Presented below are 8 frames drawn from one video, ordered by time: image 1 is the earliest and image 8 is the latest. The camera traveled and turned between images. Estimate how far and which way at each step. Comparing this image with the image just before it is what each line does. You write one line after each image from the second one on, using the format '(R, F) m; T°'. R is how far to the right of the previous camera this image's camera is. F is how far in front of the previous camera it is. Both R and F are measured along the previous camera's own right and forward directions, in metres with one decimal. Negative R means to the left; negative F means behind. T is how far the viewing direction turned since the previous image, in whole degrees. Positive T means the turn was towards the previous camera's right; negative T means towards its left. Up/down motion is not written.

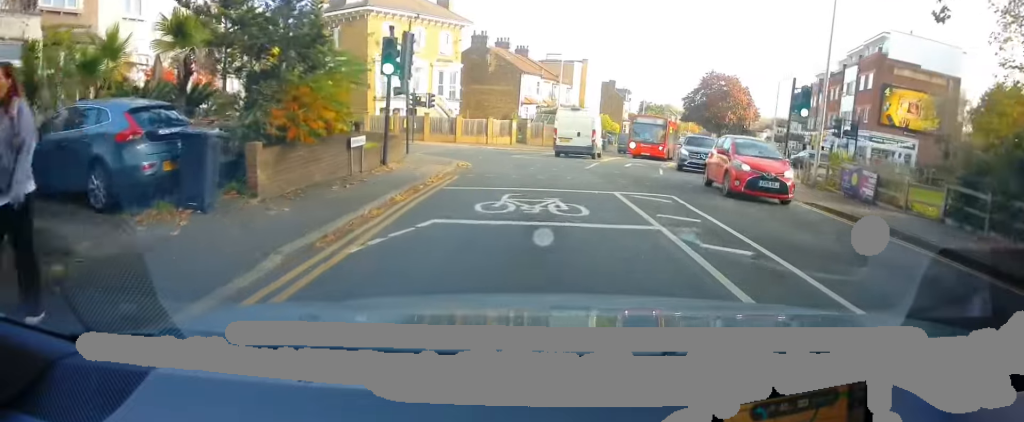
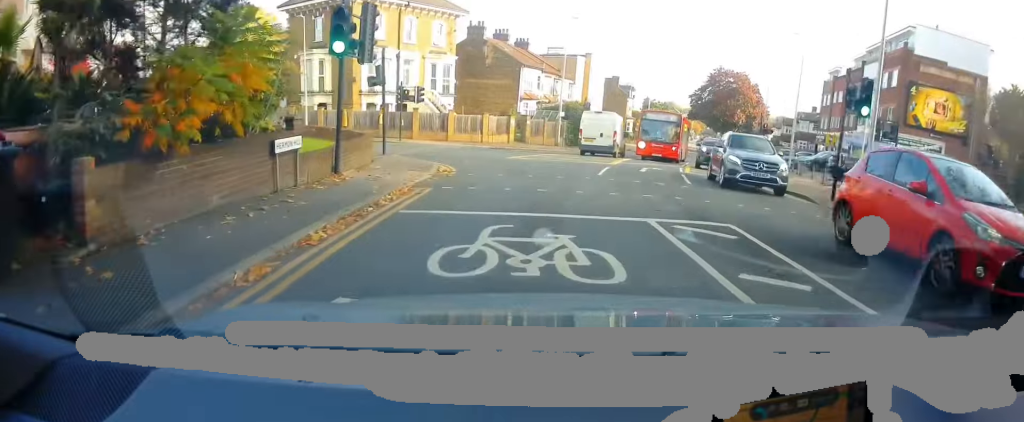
(+0.1, +3.4) m; -2°
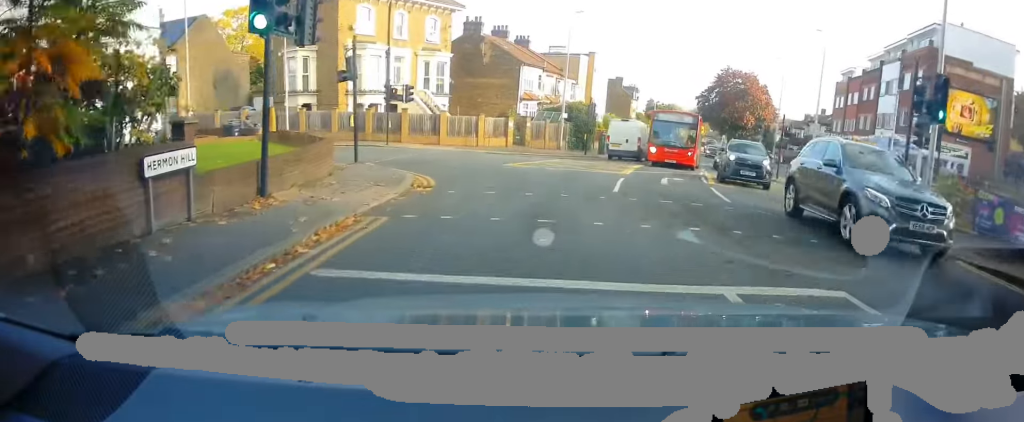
(-0.4, +3.2) m; -3°
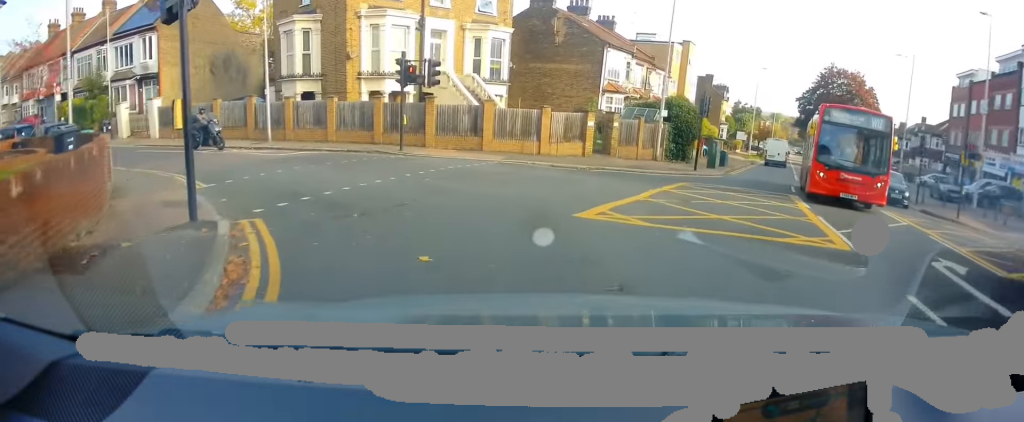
(-0.9, +11.7) m; -11°
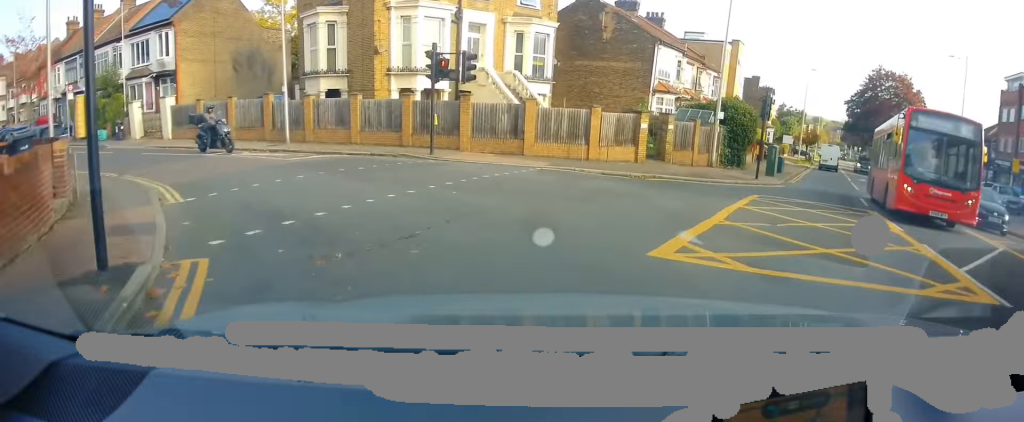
(+0.1, +2.5) m; -2°
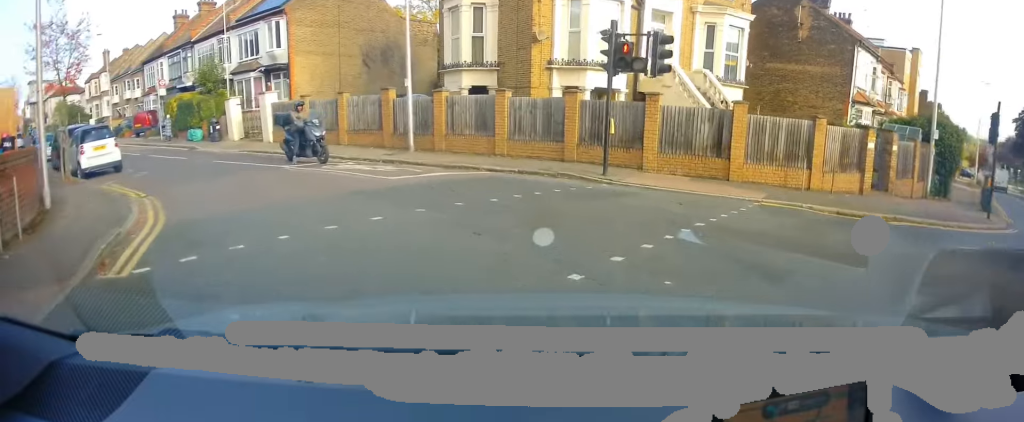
(-0.6, +5.3) m; -16°
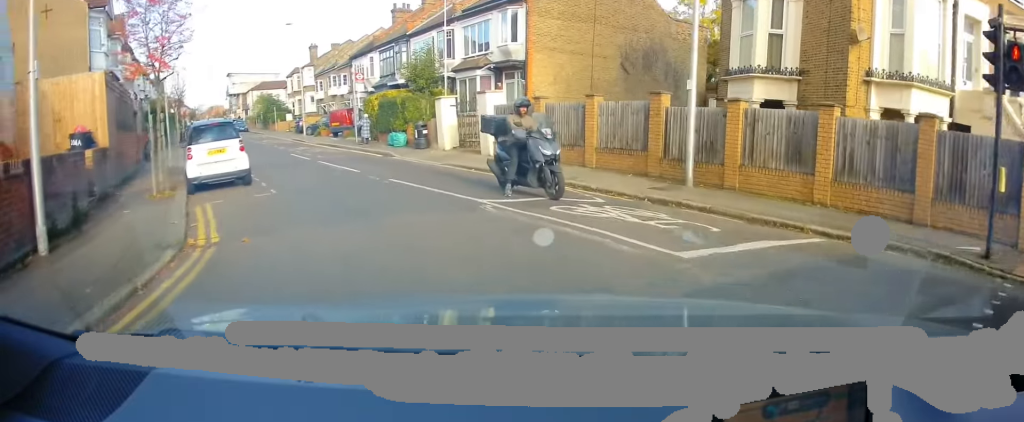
(-1.5, +5.5) m; -27°
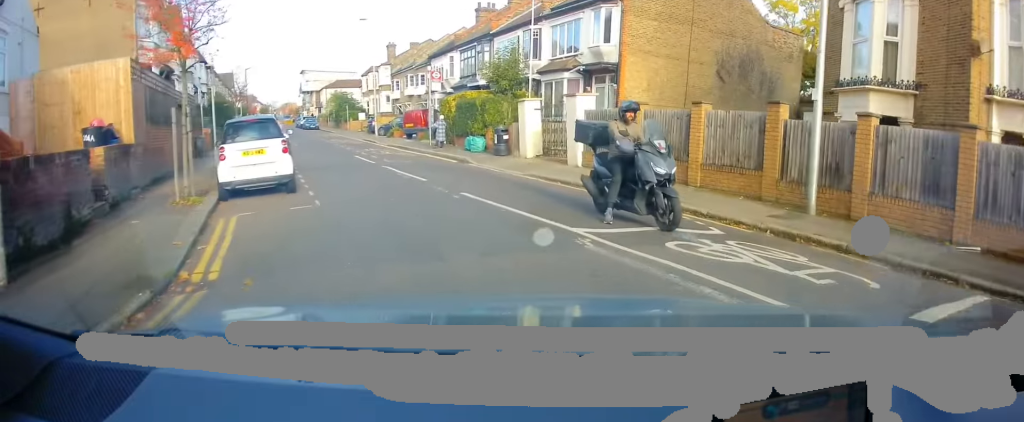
(-0.1, +2.0) m; -6°
